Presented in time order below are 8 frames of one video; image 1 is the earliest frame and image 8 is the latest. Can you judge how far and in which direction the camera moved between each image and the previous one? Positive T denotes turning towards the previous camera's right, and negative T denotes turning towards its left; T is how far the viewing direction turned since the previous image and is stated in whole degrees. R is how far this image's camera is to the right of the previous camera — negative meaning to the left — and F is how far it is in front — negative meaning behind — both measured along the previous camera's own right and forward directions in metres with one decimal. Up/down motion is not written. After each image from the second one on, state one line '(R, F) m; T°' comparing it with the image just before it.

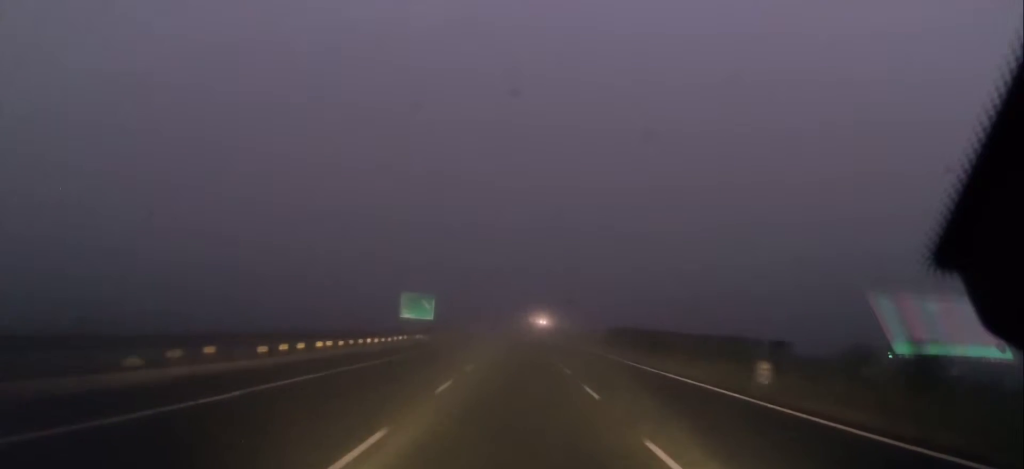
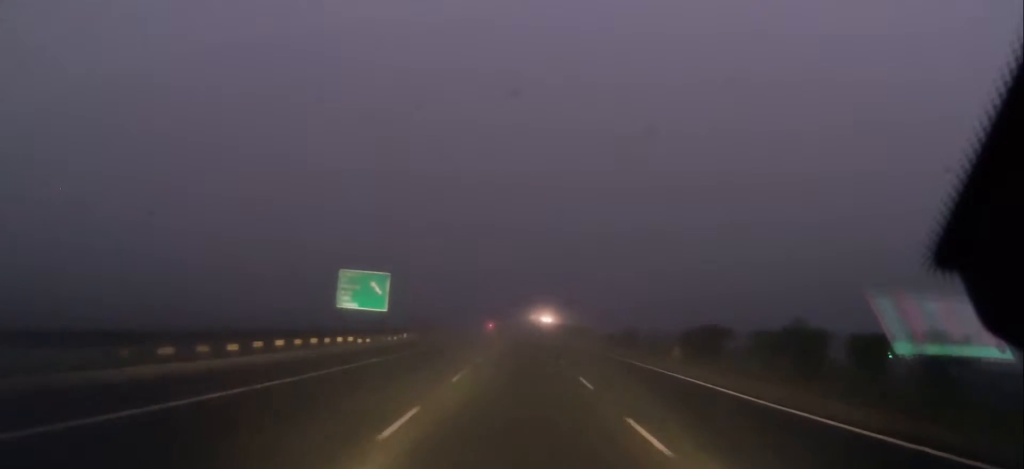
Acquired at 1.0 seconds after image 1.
(-0.4, +24.5) m; -1°
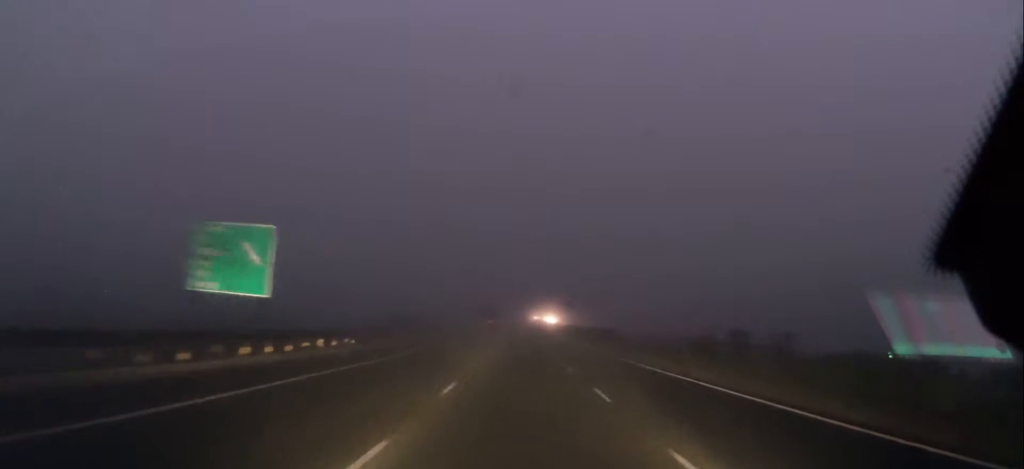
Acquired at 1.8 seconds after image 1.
(-0.2, +21.2) m; 0°
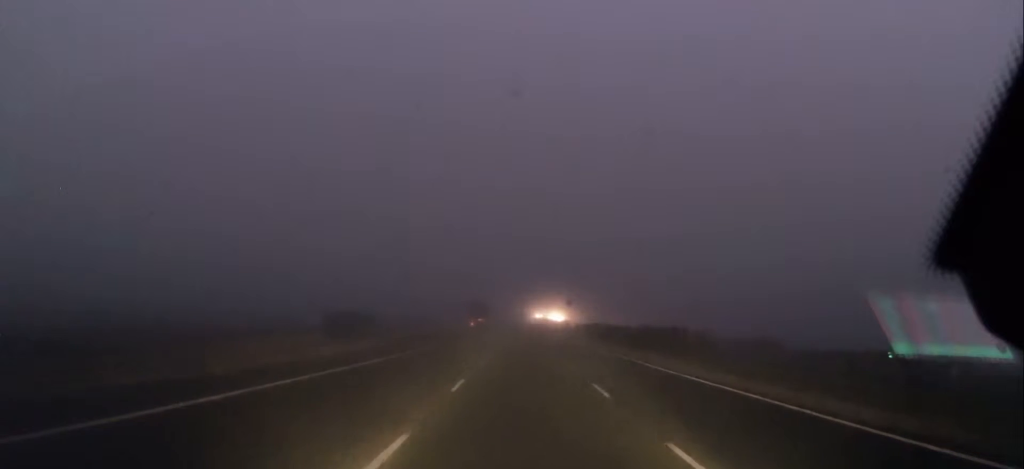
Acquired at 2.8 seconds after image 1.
(+0.5, +26.4) m; +2°
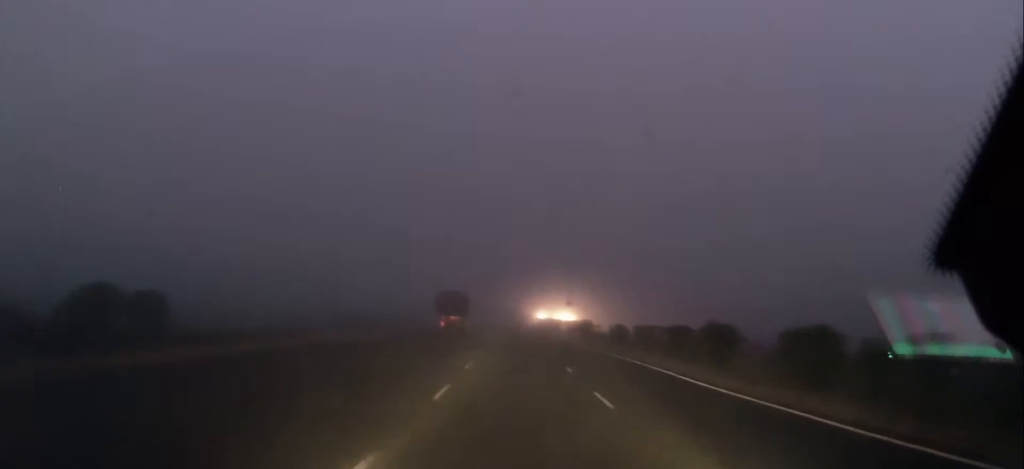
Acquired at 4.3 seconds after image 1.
(-0.2, +37.9) m; -1°
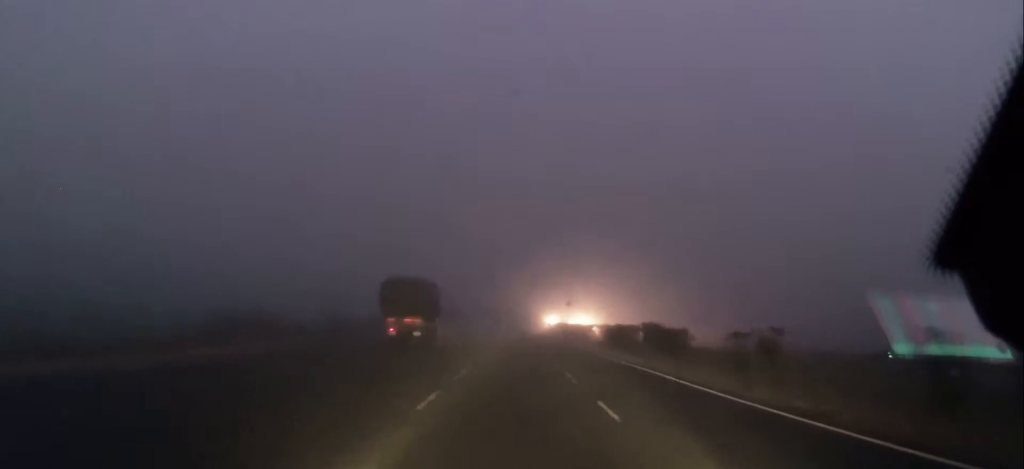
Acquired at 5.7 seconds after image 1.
(0.0, +36.7) m; 0°
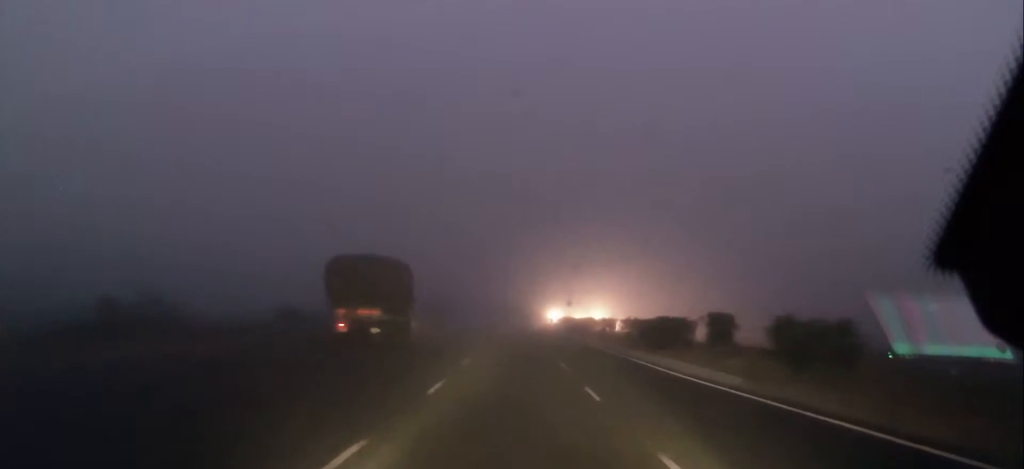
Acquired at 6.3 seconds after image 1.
(+0.2, +15.8) m; 0°
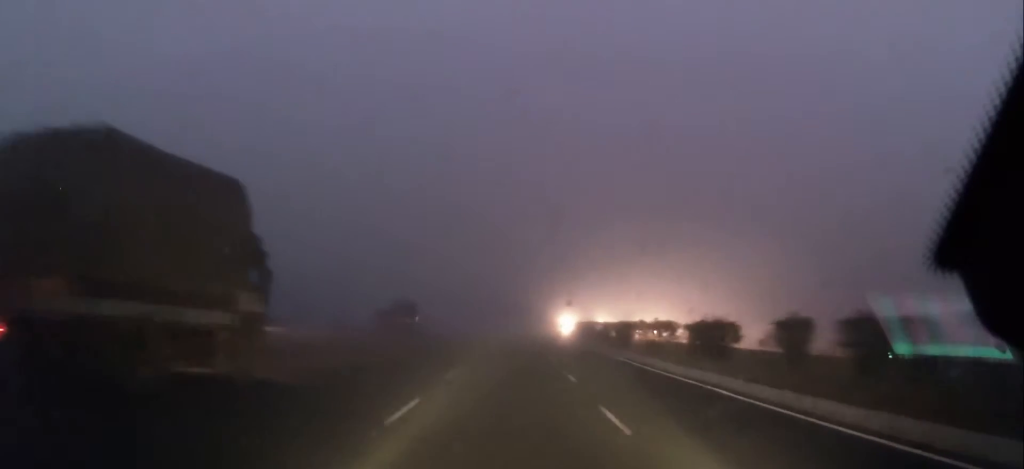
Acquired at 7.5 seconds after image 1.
(-0.4, +30.8) m; -1°
